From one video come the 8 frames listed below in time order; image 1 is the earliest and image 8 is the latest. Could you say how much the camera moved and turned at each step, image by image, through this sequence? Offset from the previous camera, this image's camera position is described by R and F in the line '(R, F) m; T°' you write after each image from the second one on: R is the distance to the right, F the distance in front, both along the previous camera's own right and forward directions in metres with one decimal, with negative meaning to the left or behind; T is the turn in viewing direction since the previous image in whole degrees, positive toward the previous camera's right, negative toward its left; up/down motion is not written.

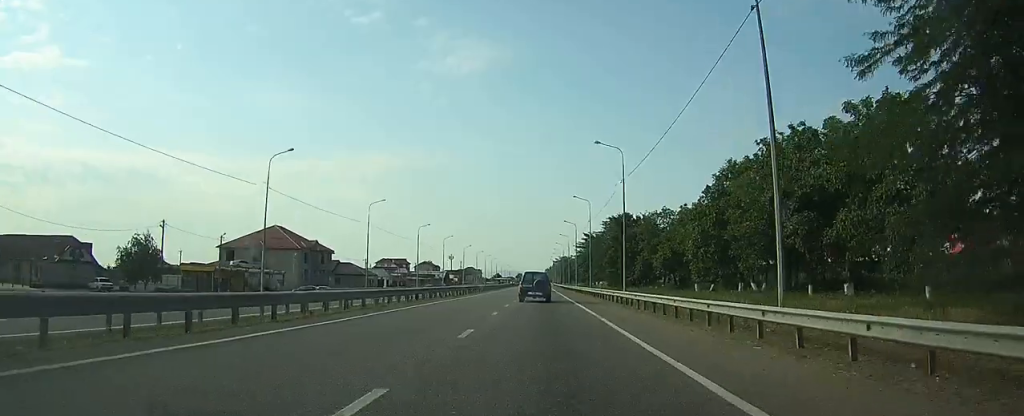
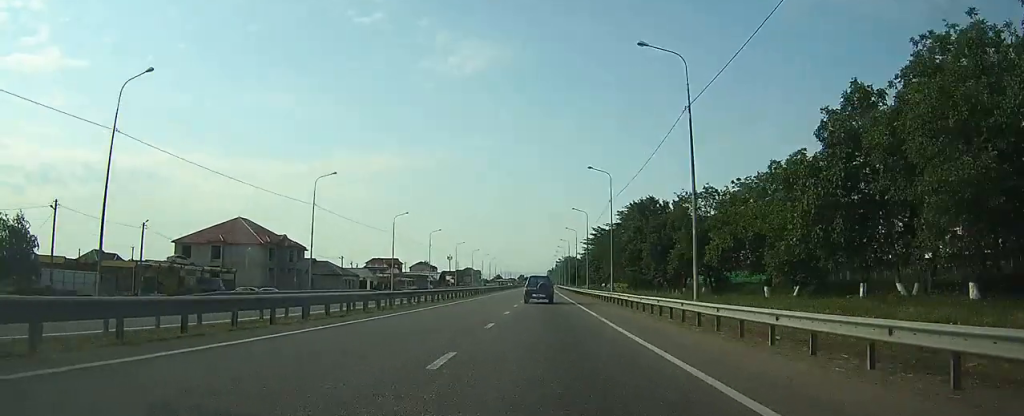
(0.0, +20.4) m; 0°
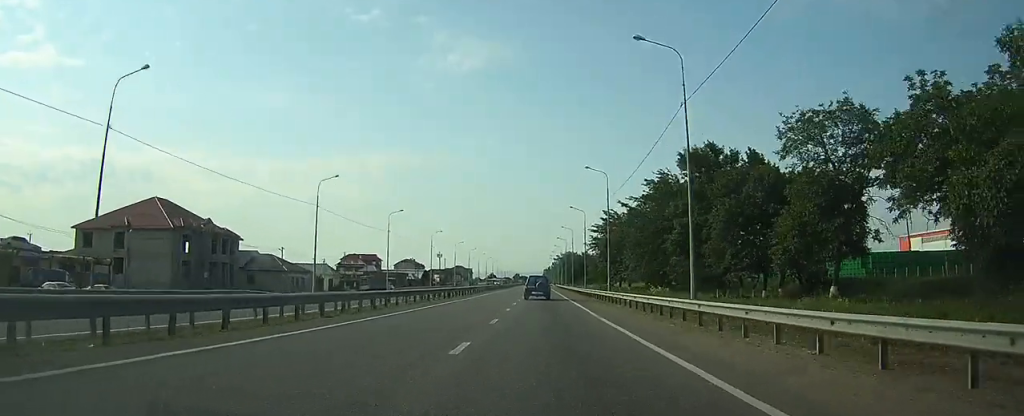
(-0.1, +30.4) m; 0°
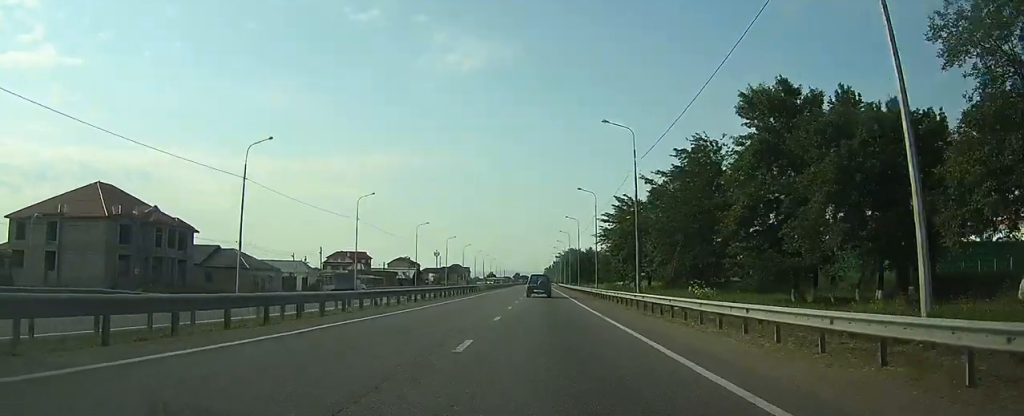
(0.0, +15.9) m; 0°
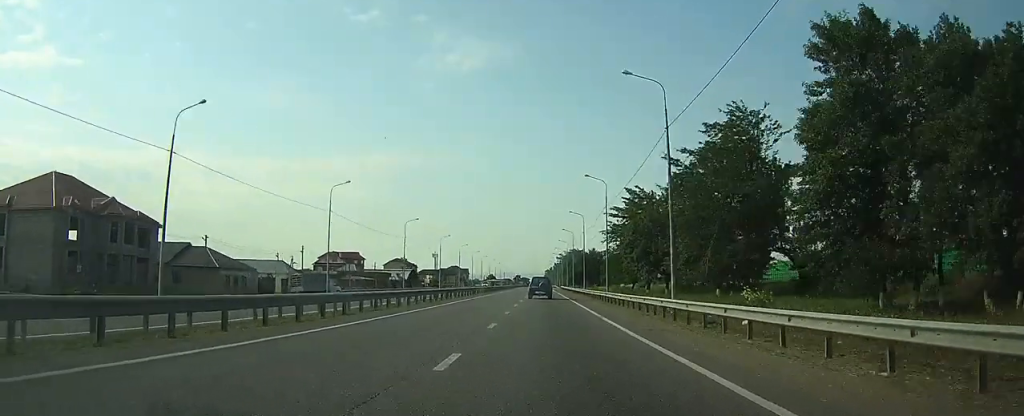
(0.0, +10.1) m; 0°
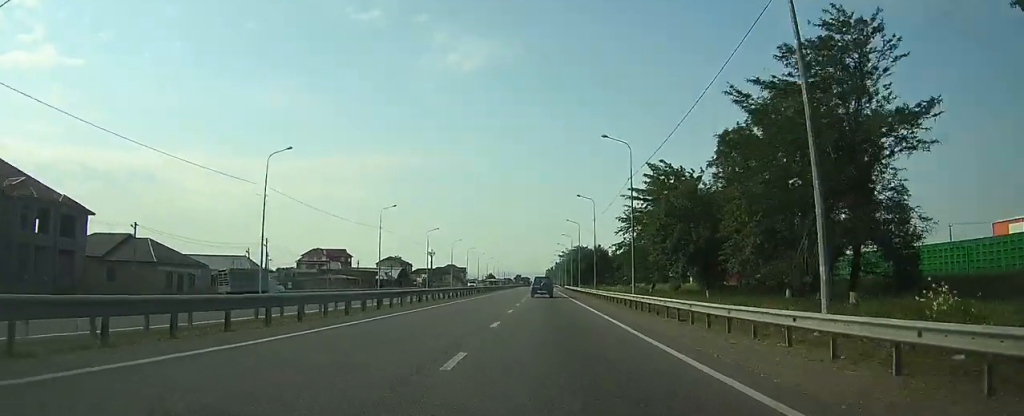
(0.0, +16.0) m; 0°
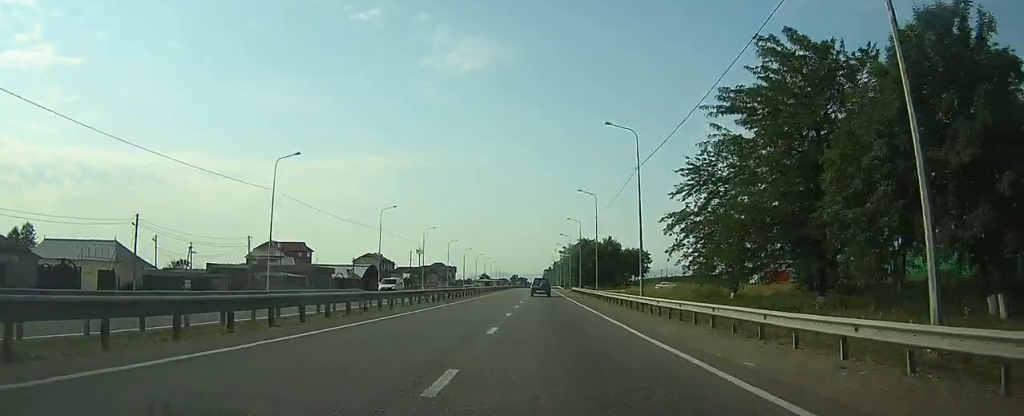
(0.0, +34.2) m; 0°
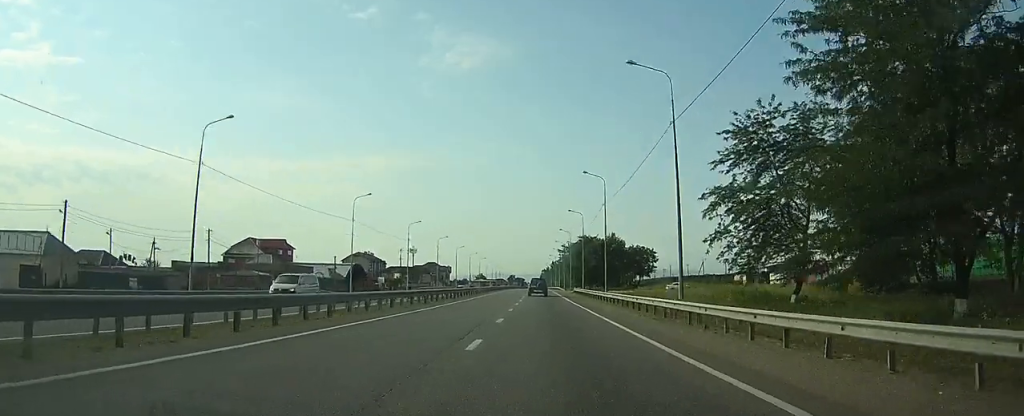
(0.0, +11.7) m; 0°
